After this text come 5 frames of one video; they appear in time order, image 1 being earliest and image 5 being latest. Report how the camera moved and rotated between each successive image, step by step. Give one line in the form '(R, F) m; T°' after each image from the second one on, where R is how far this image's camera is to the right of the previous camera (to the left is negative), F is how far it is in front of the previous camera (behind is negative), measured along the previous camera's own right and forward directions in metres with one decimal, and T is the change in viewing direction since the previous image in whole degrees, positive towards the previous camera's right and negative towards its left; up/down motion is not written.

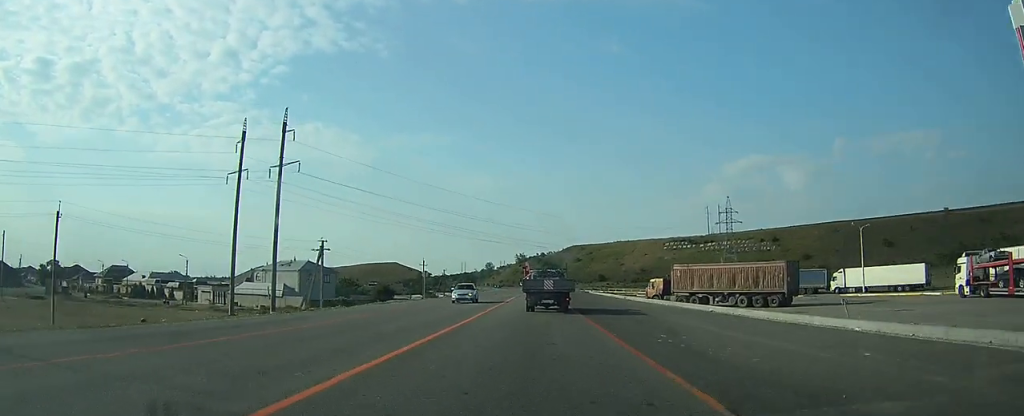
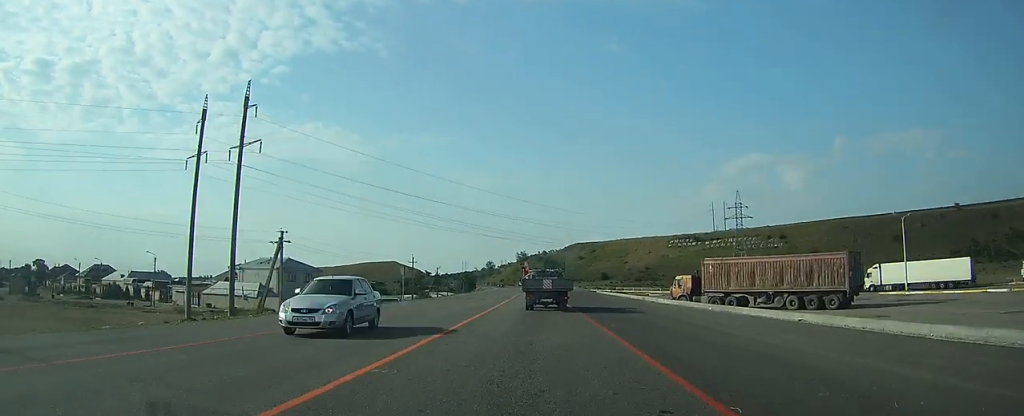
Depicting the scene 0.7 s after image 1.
(0.0, +8.7) m; 0°
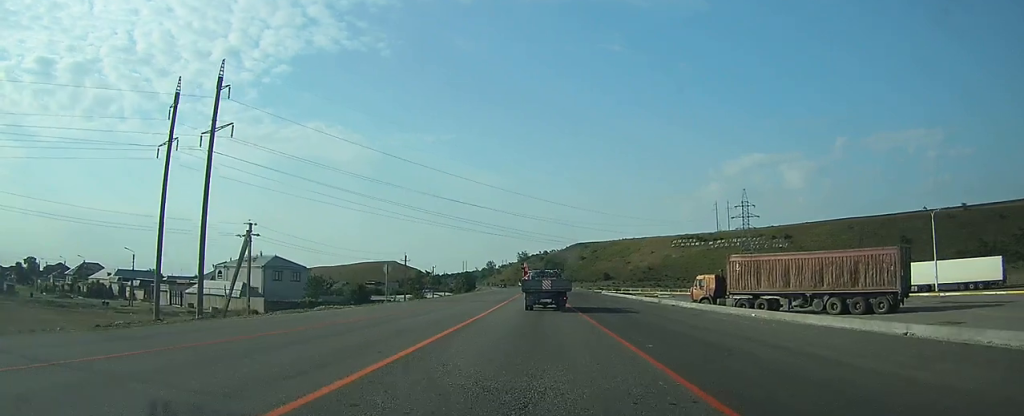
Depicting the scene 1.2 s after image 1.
(0.0, +5.6) m; 0°
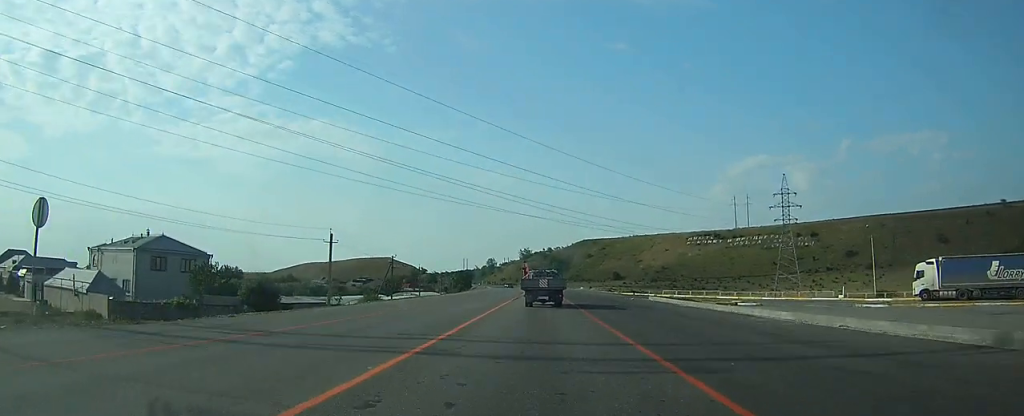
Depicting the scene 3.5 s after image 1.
(0.0, +36.2) m; 0°
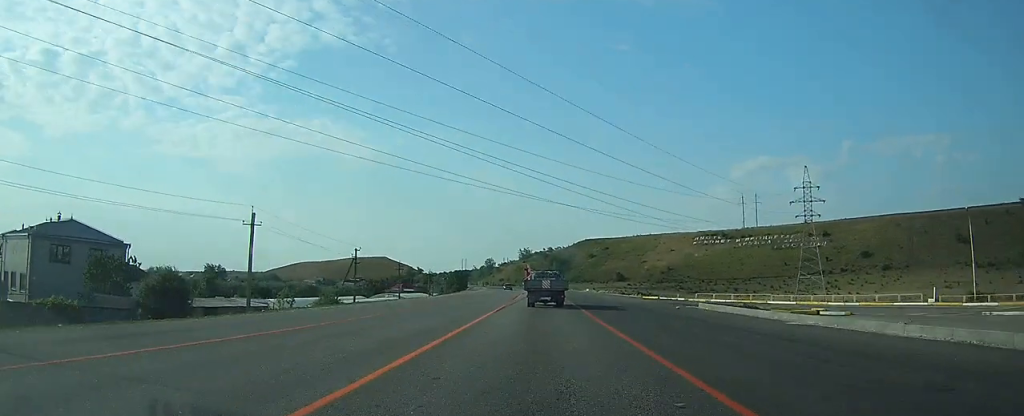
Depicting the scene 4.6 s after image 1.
(0.0, +17.0) m; +1°
